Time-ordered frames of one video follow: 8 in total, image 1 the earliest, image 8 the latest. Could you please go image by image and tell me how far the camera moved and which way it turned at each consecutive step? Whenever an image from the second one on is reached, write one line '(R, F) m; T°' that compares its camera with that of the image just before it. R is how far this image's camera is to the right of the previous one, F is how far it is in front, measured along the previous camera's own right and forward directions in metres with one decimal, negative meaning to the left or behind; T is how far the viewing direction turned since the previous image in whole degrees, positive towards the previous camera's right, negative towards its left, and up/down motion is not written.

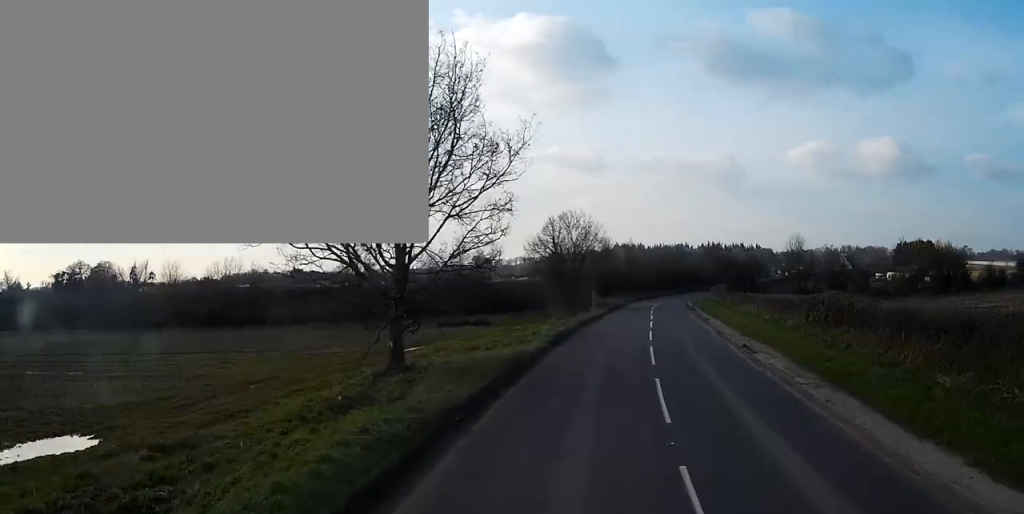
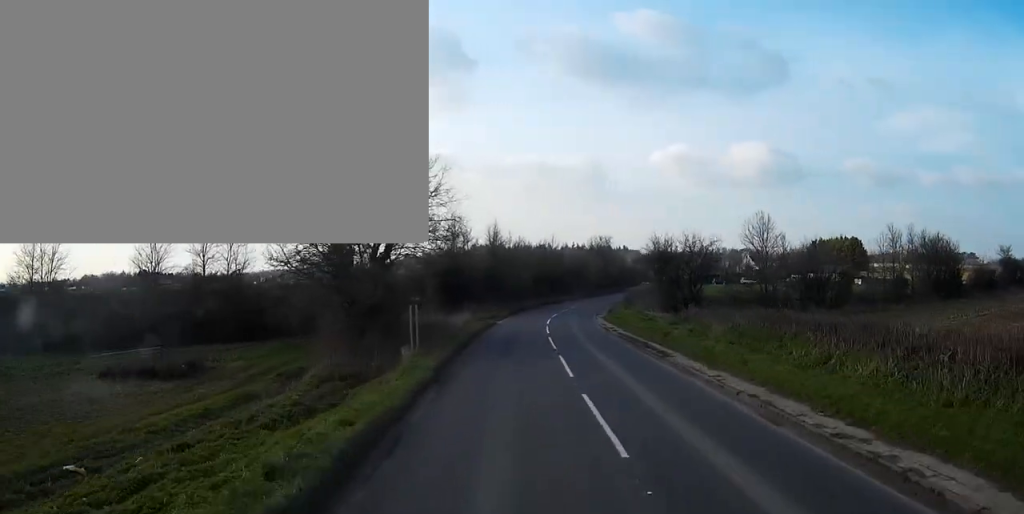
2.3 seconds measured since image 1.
(+3.9, +34.3) m; +11°
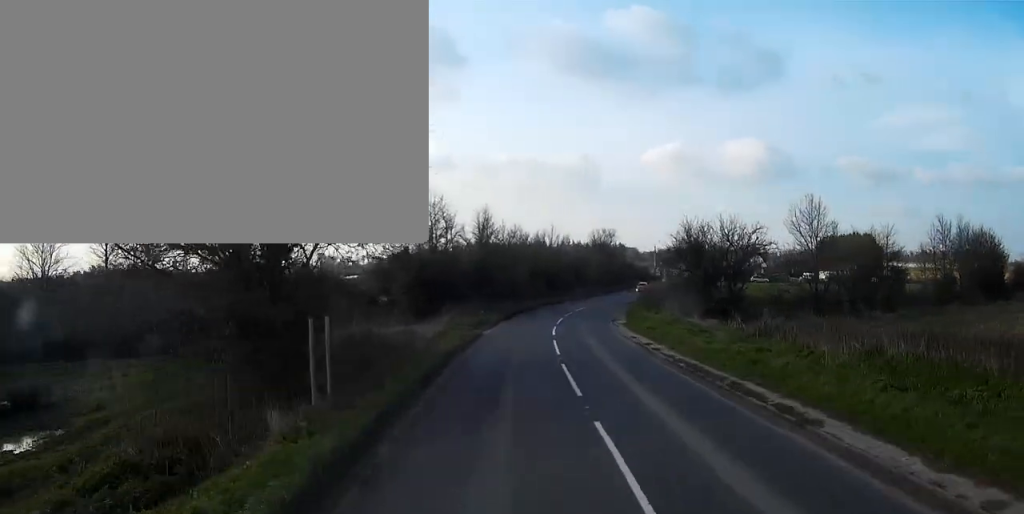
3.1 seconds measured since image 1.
(+0.1, +11.7) m; +1°
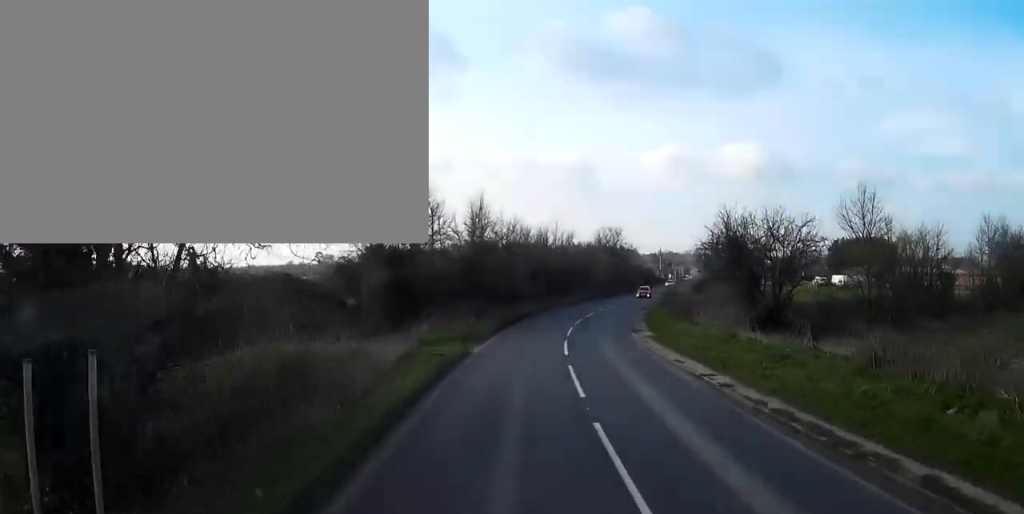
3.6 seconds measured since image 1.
(0.0, +8.3) m; +1°
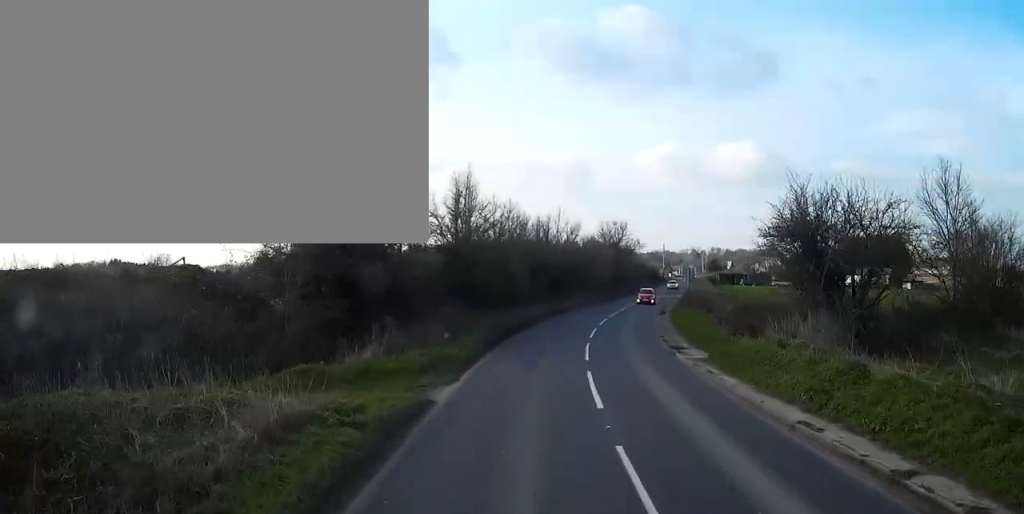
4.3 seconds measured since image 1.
(0.0, +10.0) m; +1°
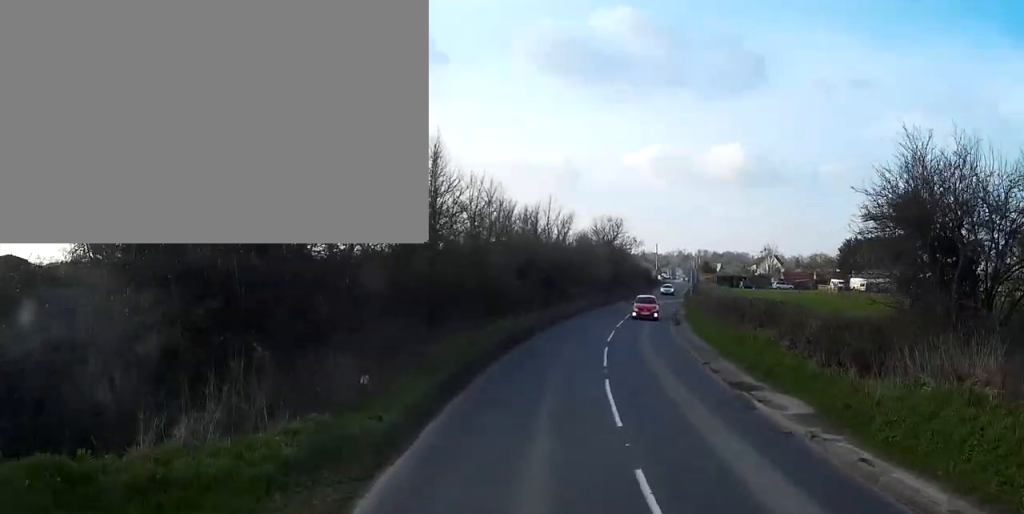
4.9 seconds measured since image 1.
(+0.1, +9.6) m; +2°
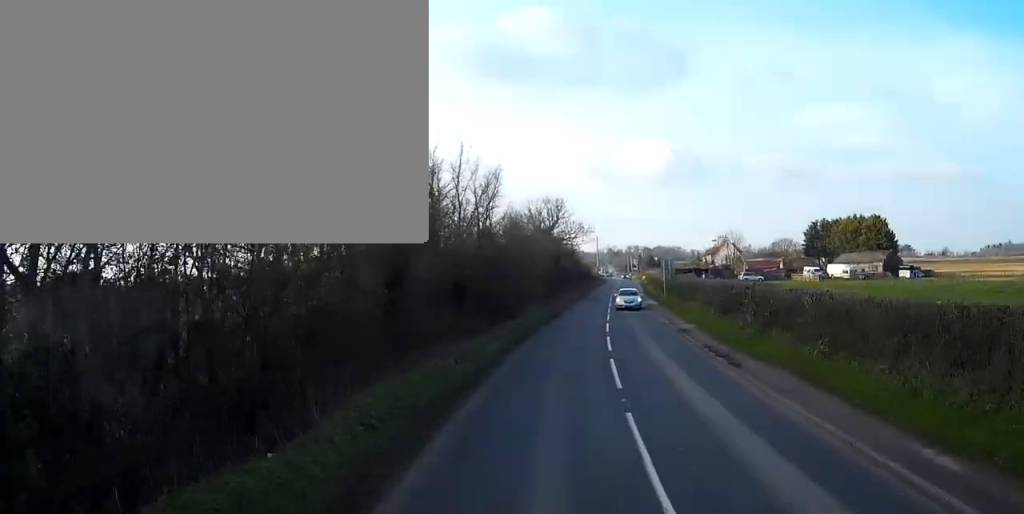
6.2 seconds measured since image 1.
(+1.0, +21.3) m; +6°
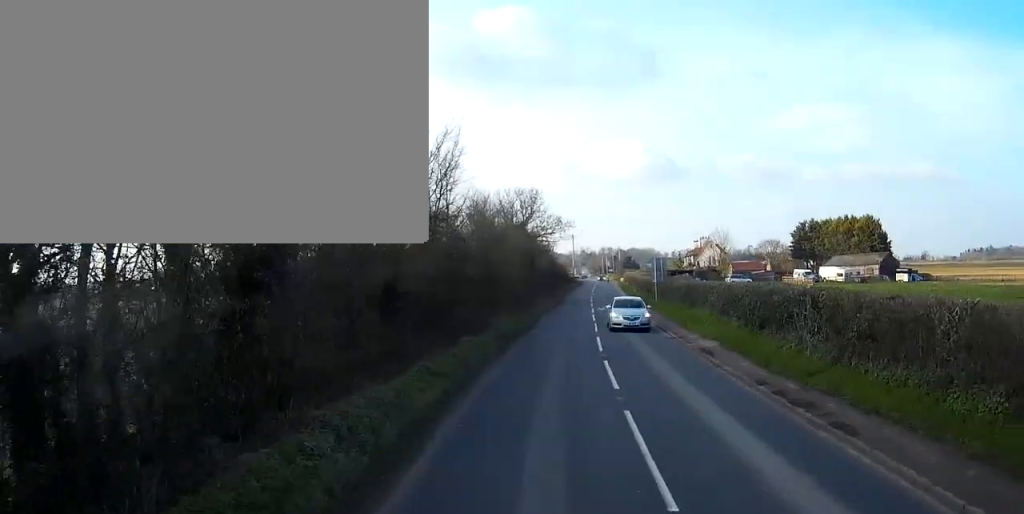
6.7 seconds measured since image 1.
(+0.3, +8.1) m; +2°
